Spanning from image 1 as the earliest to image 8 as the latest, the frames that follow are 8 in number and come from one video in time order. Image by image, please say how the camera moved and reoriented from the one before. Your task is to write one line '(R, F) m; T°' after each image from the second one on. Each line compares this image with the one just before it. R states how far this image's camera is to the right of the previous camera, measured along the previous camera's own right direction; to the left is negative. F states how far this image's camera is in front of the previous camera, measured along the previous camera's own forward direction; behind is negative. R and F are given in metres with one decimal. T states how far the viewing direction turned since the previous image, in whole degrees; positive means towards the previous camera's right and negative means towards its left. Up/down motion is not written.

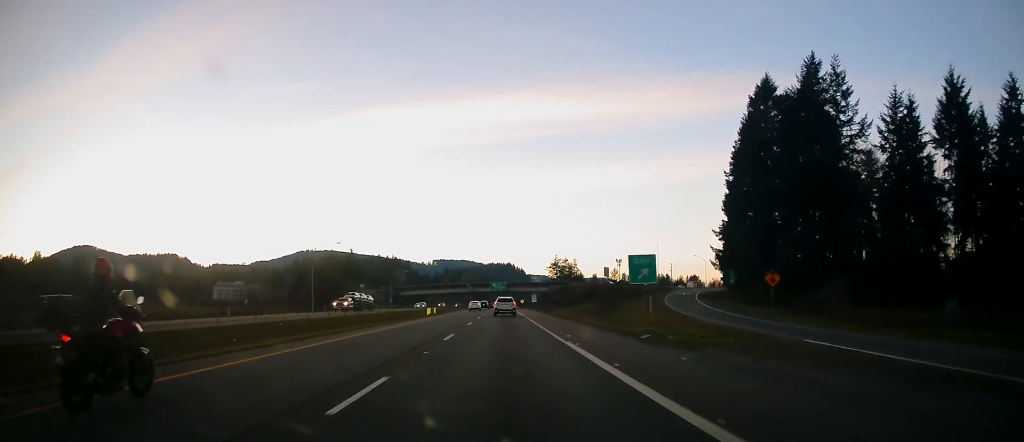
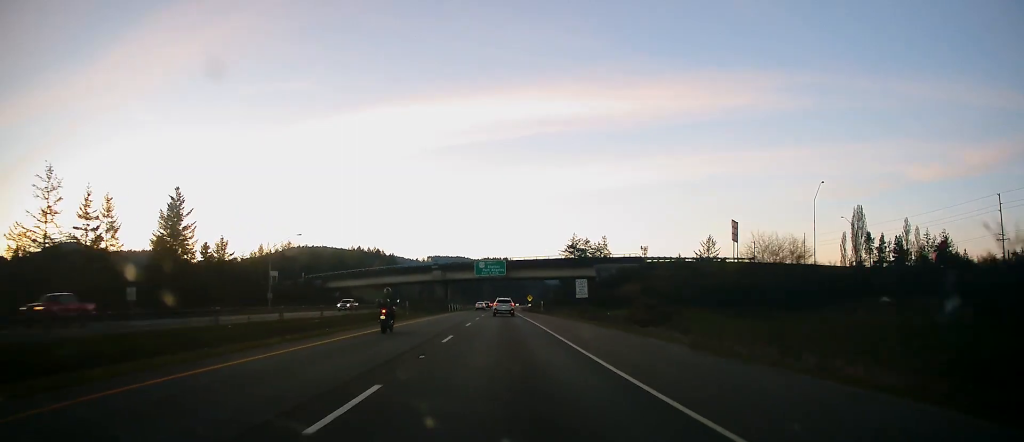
(-0.4, +98.7) m; 0°
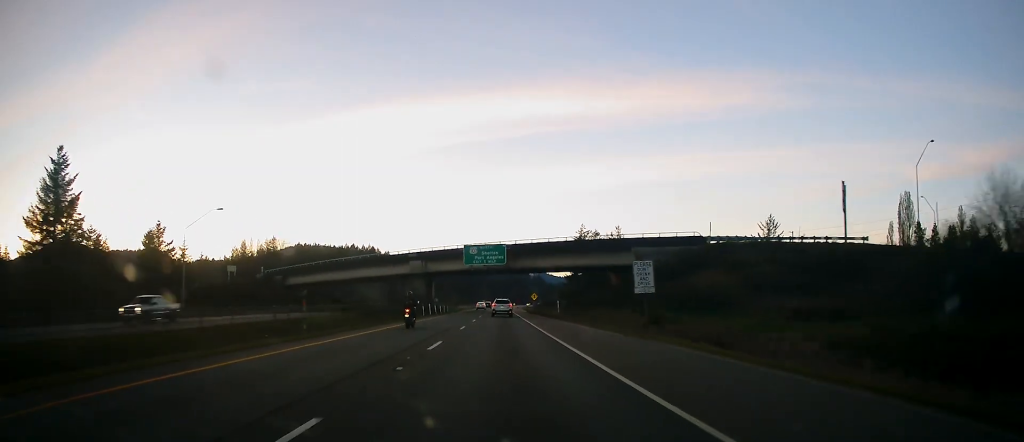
(-0.1, +26.9) m; 0°
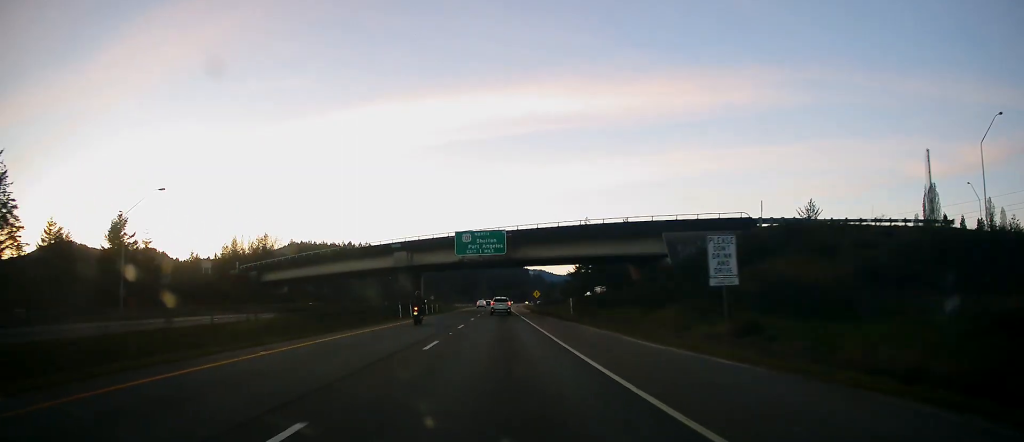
(0.0, +12.6) m; 0°
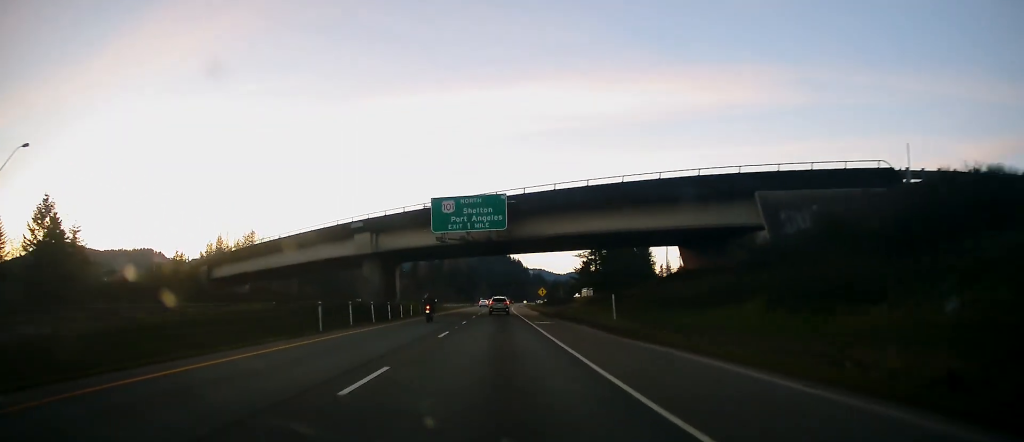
(-0.1, +19.8) m; +1°
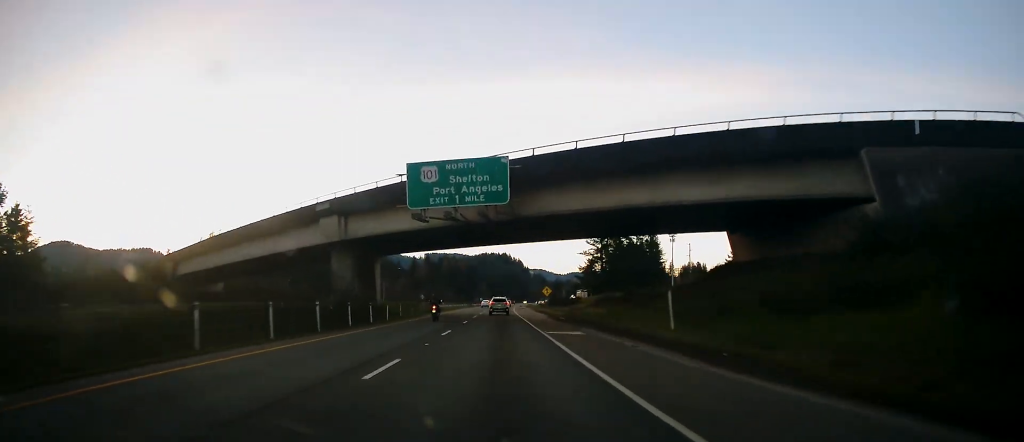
(+0.2, +10.6) m; 0°
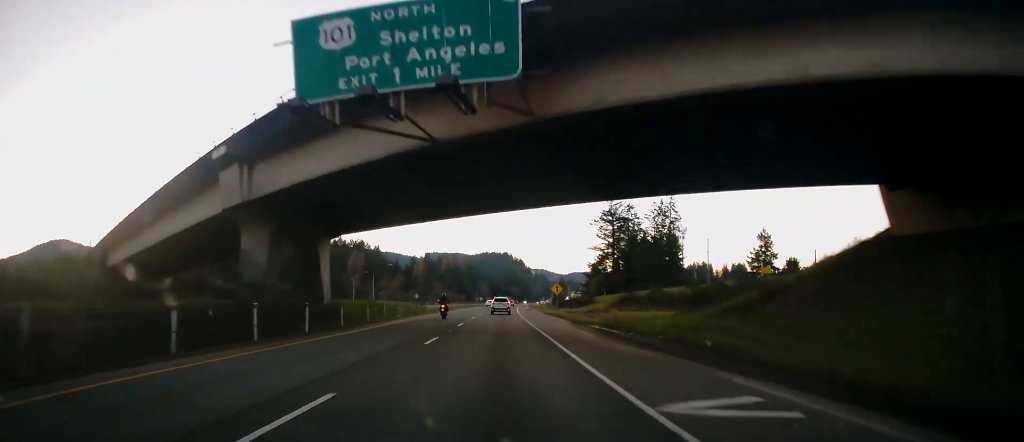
(+0.2, +16.8) m; 0°
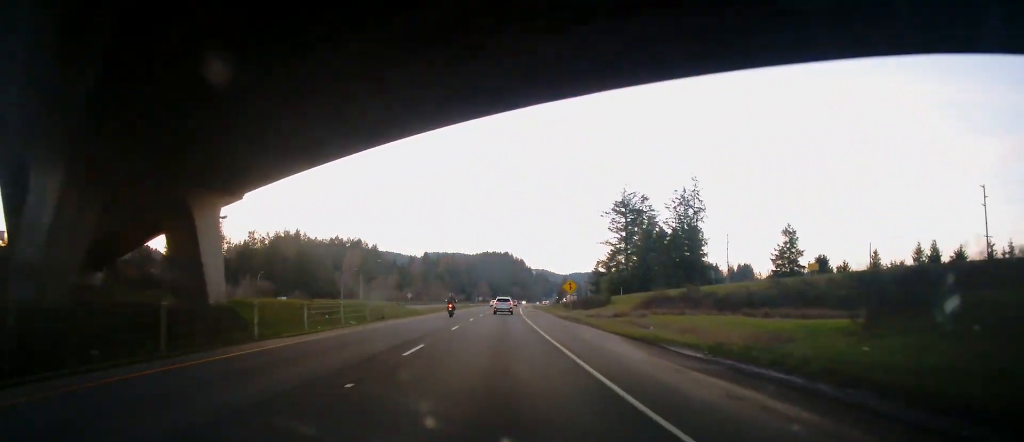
(-0.3, +15.9) m; -1°
